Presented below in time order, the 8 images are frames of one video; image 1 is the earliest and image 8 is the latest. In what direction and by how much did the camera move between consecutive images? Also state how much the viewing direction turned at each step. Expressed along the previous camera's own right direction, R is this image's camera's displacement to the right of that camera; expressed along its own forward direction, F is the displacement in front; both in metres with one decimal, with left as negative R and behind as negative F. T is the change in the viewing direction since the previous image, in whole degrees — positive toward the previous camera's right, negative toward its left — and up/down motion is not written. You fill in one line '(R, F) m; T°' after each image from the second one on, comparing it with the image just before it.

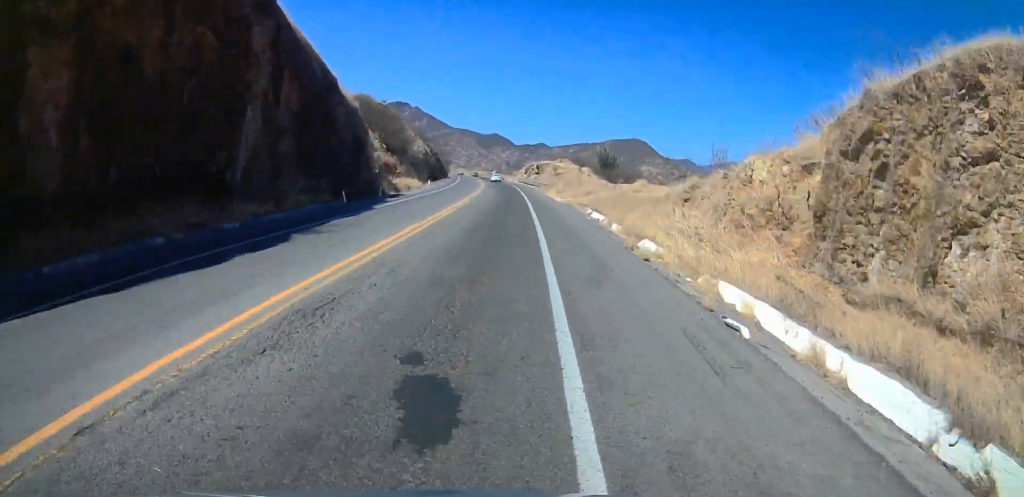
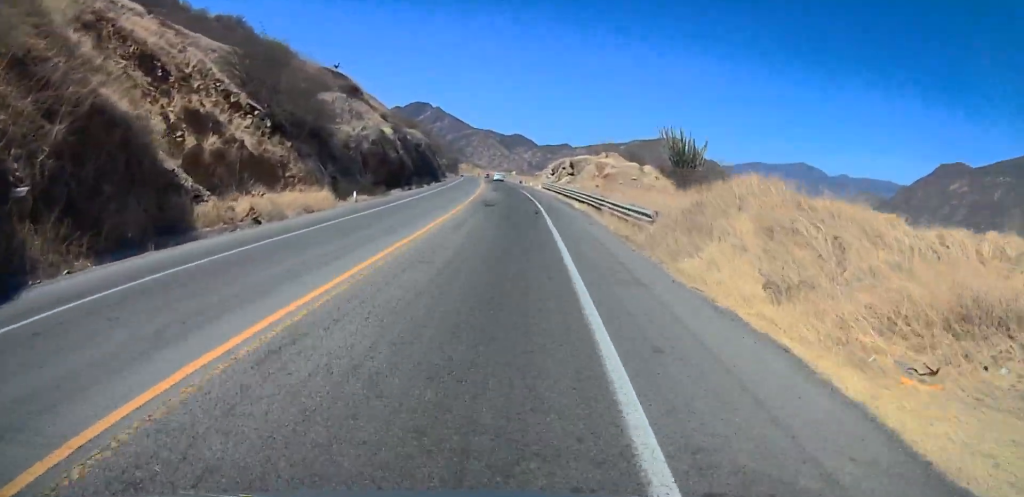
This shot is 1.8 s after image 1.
(+0.3, +44.3) m; 0°
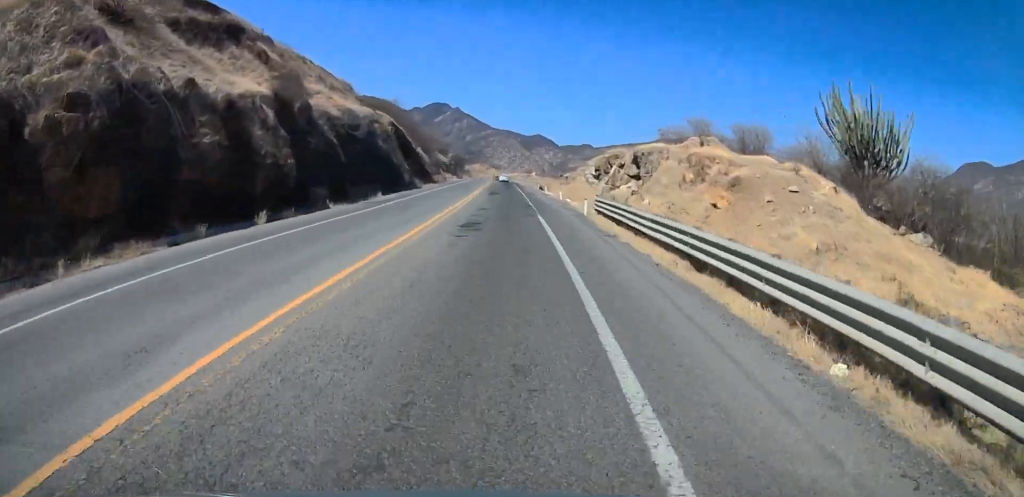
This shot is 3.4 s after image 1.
(-0.7, +40.4) m; -2°
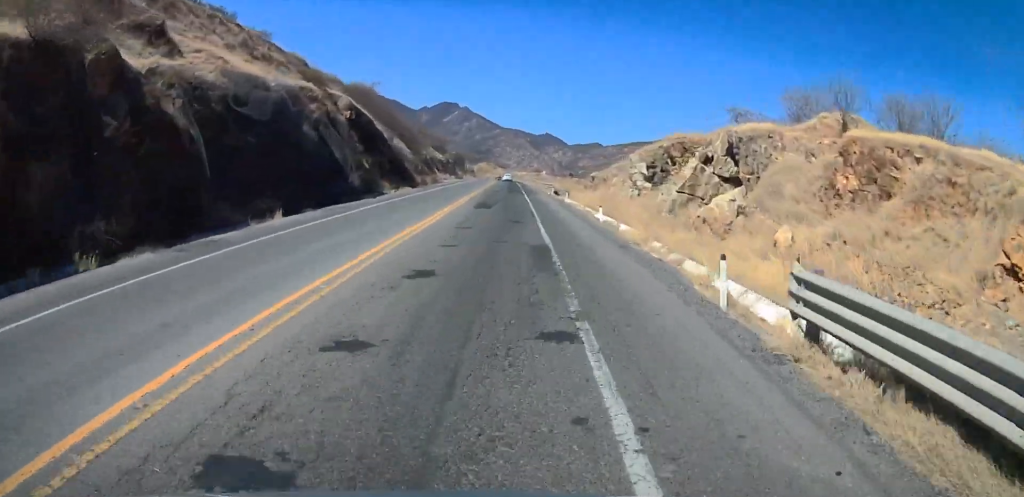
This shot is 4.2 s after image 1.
(-0.5, +20.6) m; -1°
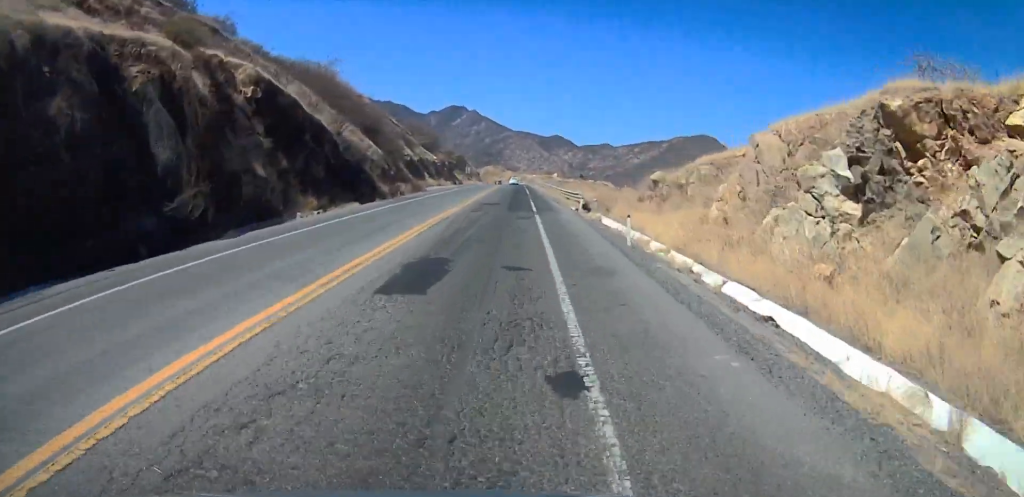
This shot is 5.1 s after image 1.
(+0.1, +21.0) m; 0°
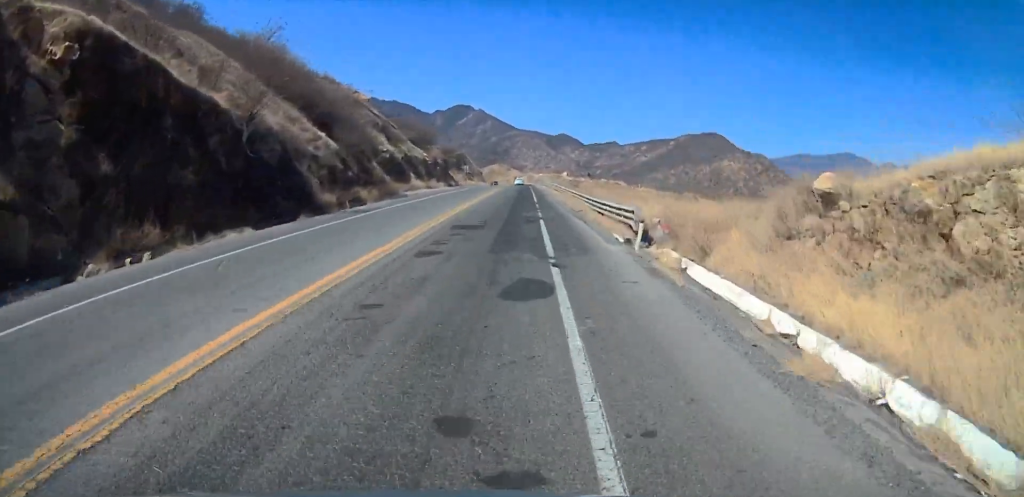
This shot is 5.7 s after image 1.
(0.0, +15.9) m; 0°
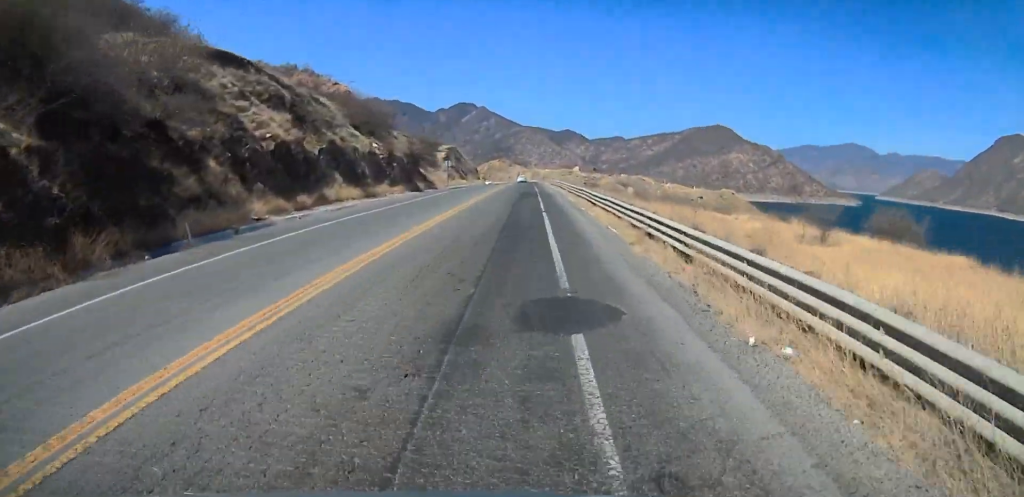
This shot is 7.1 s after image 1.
(-0.2, +32.0) m; 0°
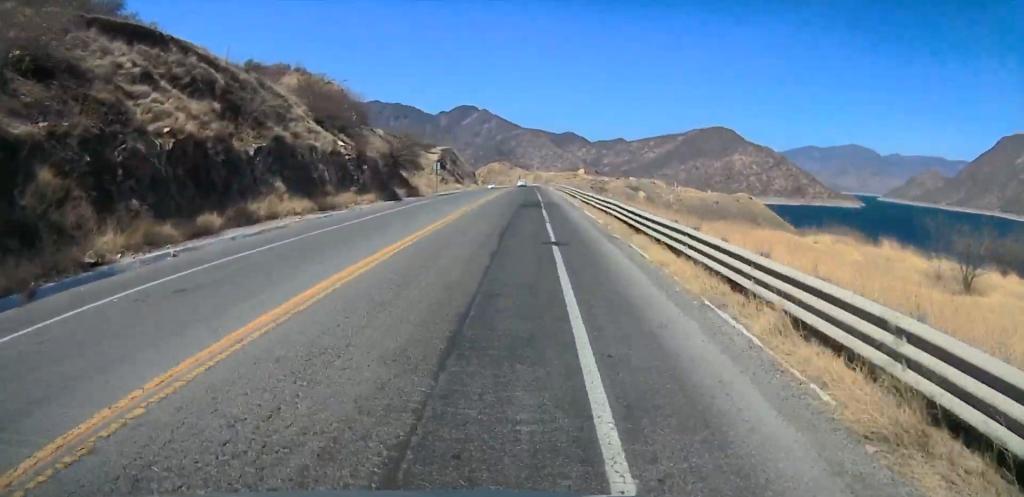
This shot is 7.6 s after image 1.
(0.0, +11.5) m; 0°
